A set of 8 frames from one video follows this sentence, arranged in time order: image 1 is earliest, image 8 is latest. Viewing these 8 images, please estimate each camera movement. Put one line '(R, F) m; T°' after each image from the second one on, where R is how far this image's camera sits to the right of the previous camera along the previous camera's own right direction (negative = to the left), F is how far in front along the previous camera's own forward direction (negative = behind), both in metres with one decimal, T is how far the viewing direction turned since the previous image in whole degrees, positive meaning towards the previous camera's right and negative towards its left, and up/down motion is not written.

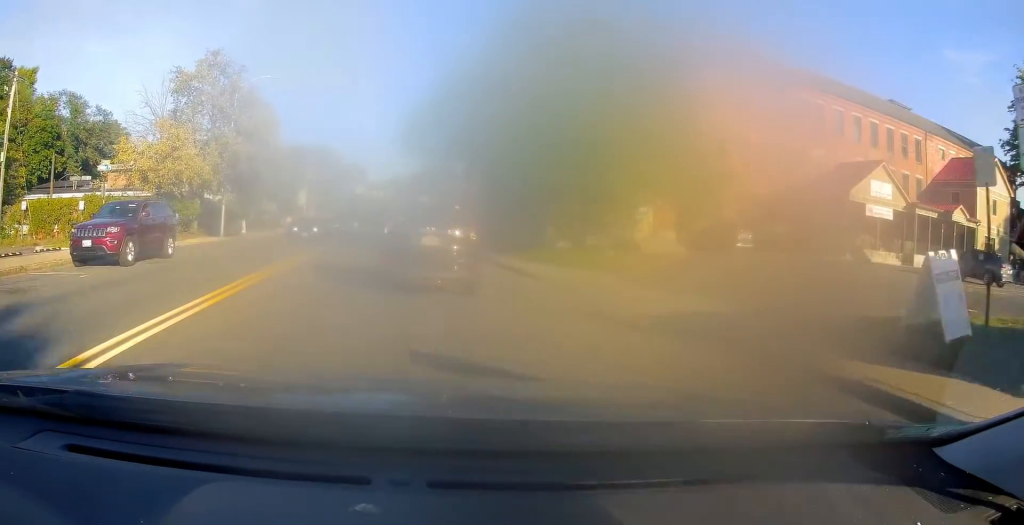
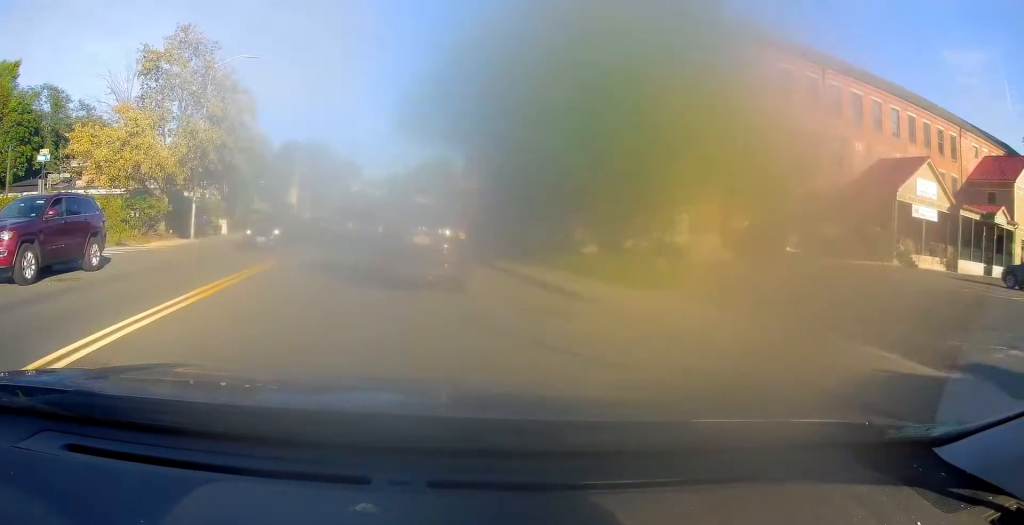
(+0.2, +4.6) m; -2°
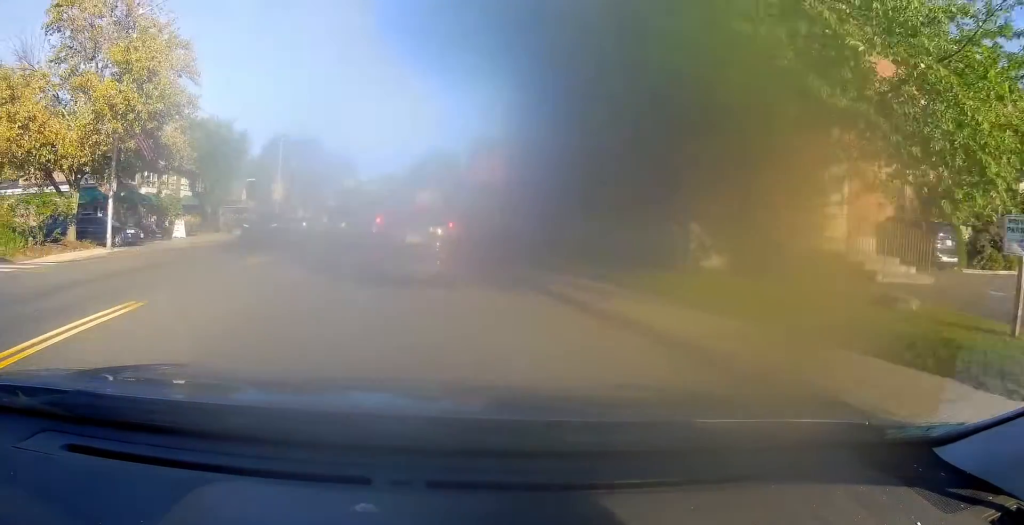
(-0.5, +8.7) m; -1°
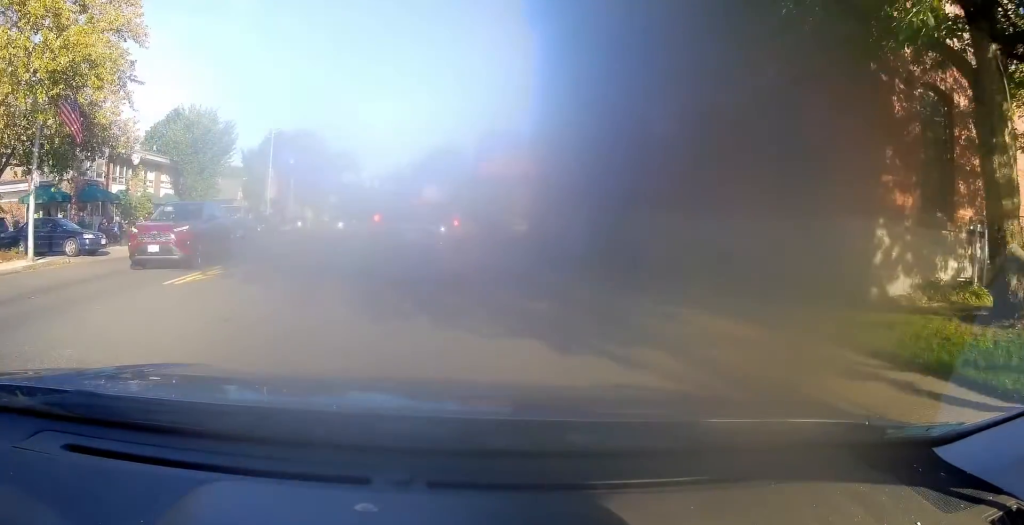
(+0.3, +5.7) m; +1°
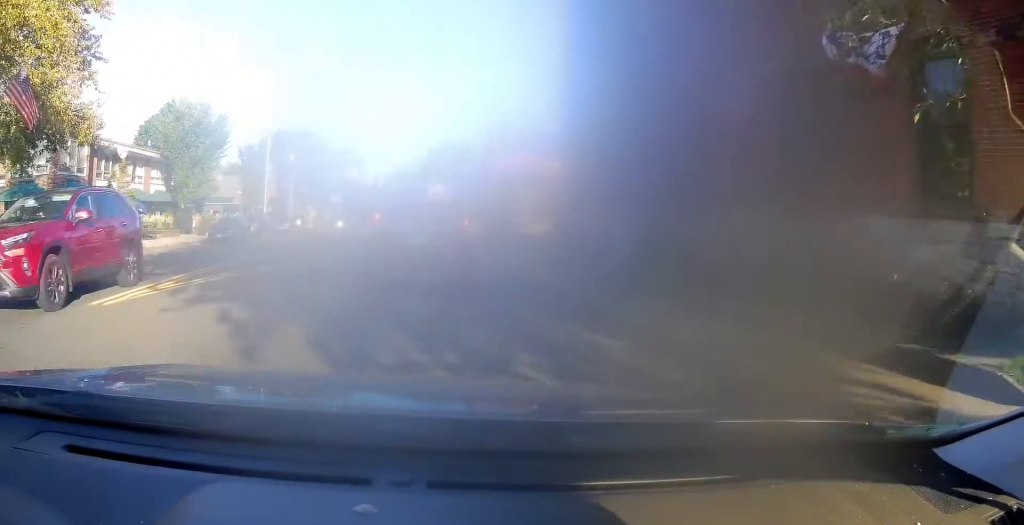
(-0.1, +3.0) m; -1°
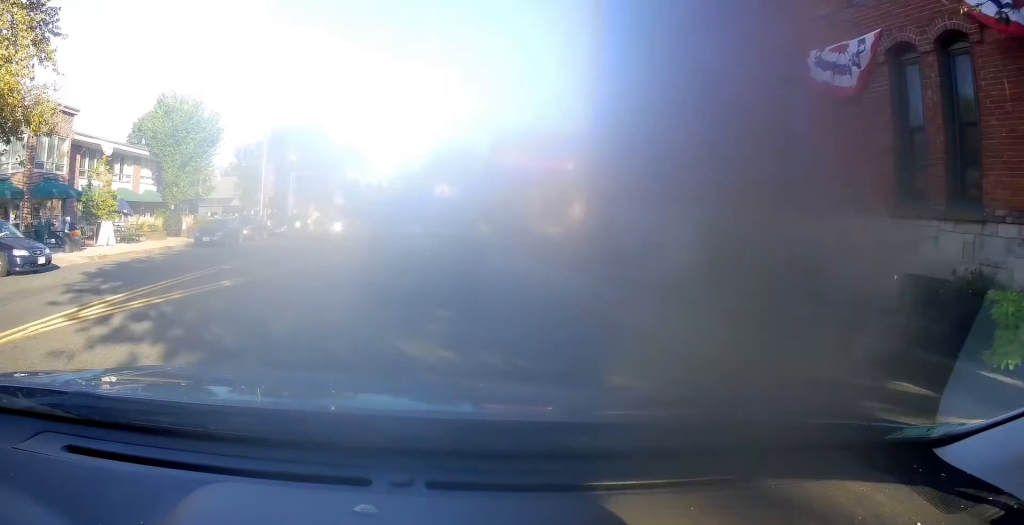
(-0.1, +3.2) m; -1°
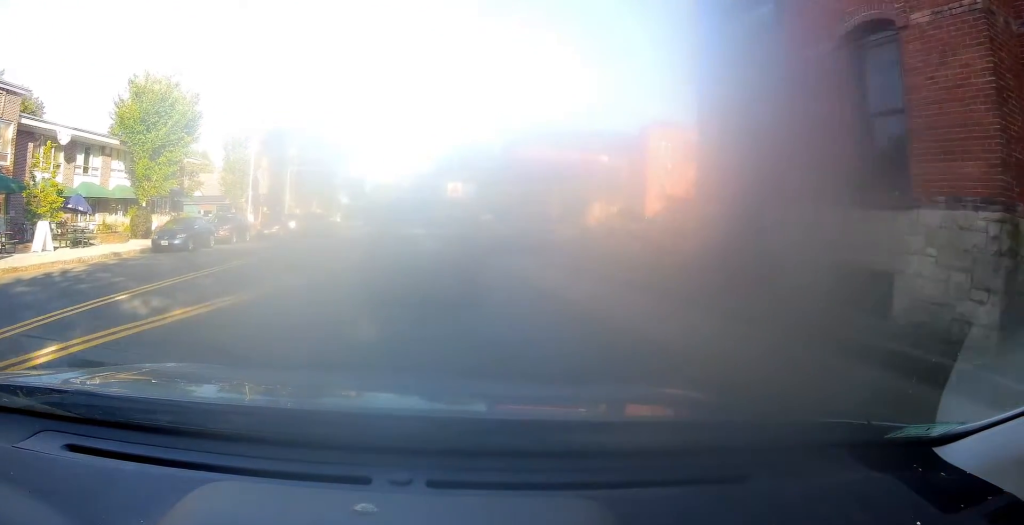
(+0.1, +7.7) m; +2°
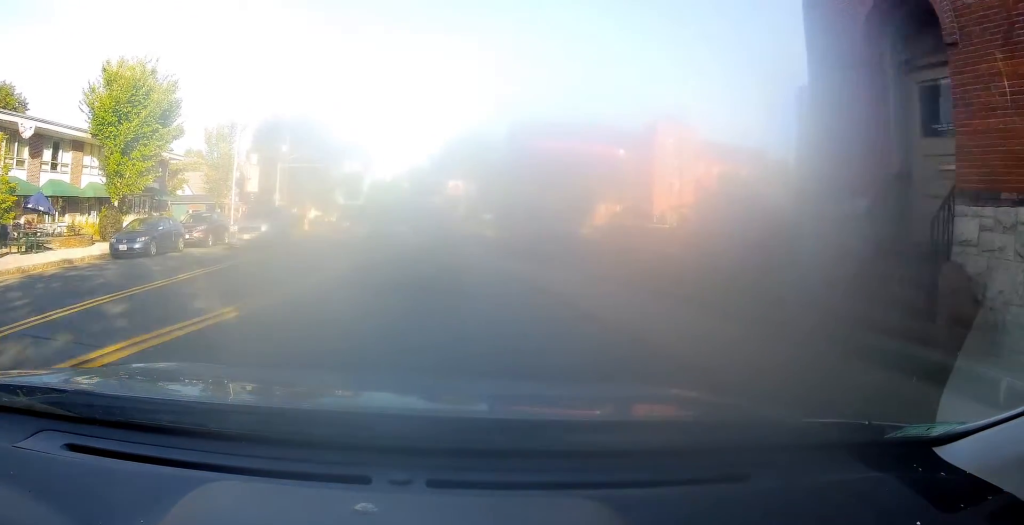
(+0.1, +3.8) m; -1°
